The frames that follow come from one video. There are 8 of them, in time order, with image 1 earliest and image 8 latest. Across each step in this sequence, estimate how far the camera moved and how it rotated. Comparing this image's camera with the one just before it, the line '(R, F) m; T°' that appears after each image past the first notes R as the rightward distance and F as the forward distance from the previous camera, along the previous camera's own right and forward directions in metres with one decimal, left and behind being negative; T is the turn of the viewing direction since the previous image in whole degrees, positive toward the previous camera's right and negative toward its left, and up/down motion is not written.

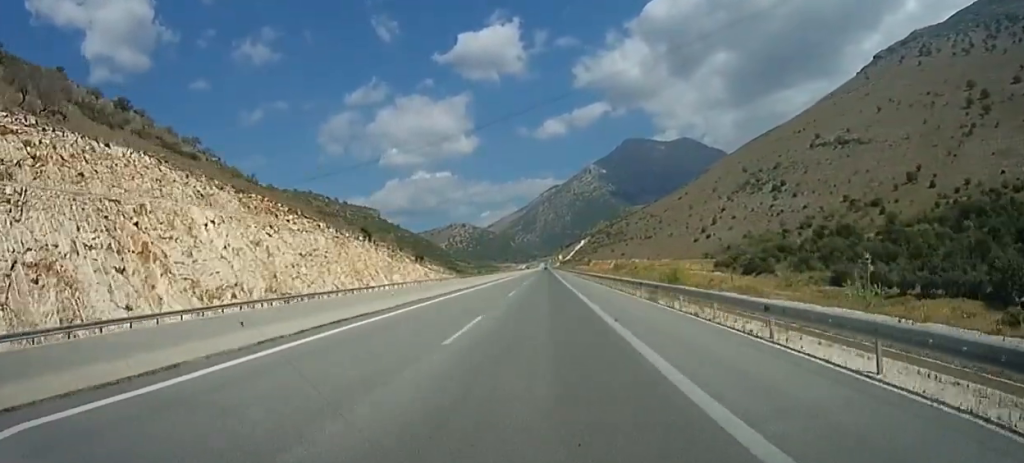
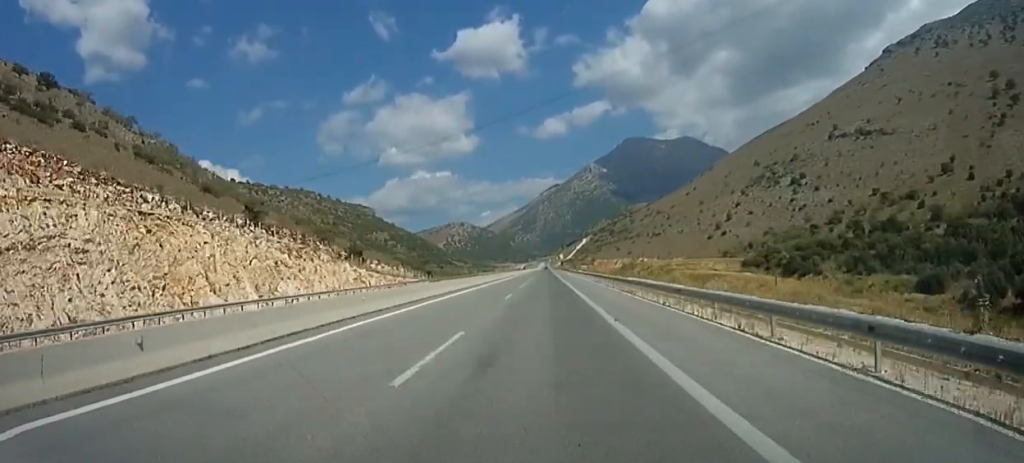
(-0.4, +40.5) m; 0°
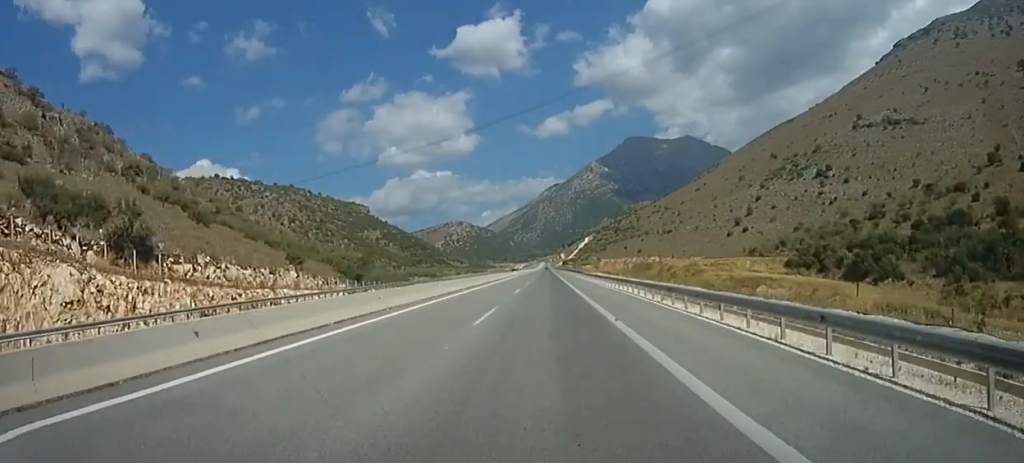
(0.0, +45.7) m; +1°
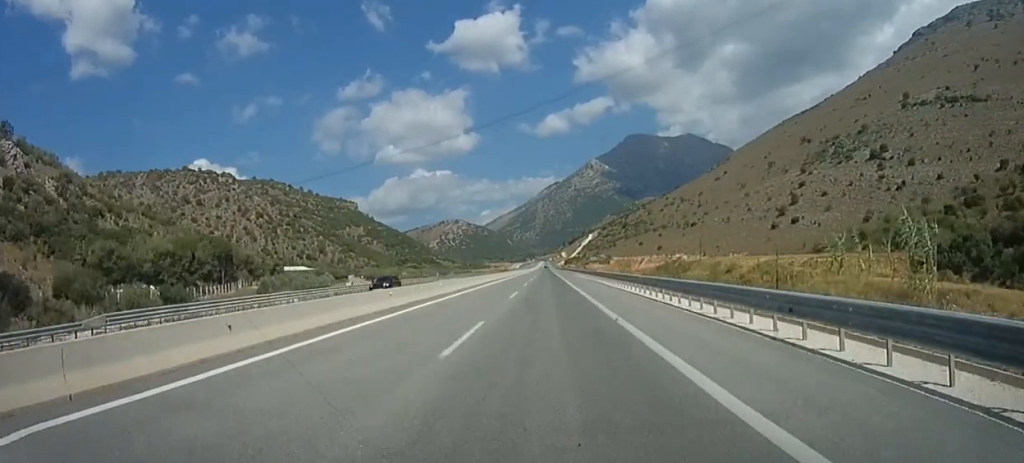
(+1.0, +77.9) m; 0°
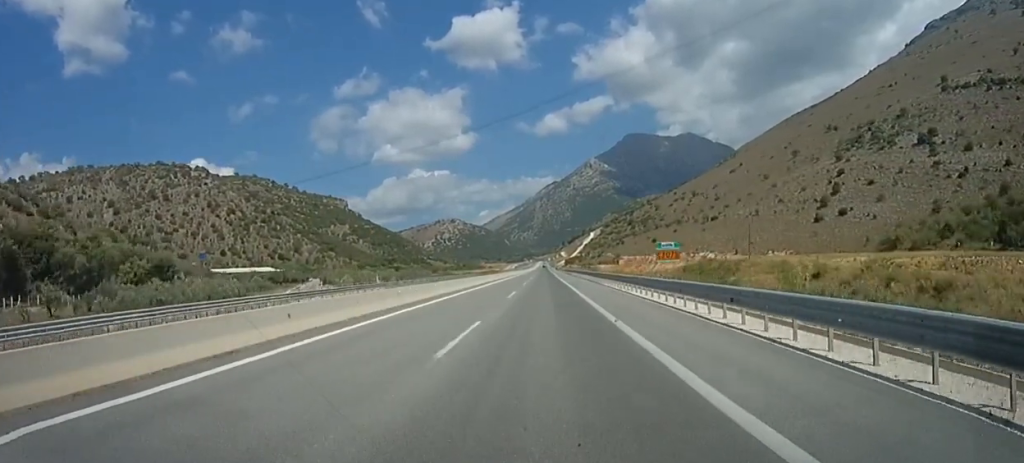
(-1.0, +53.9) m; -1°
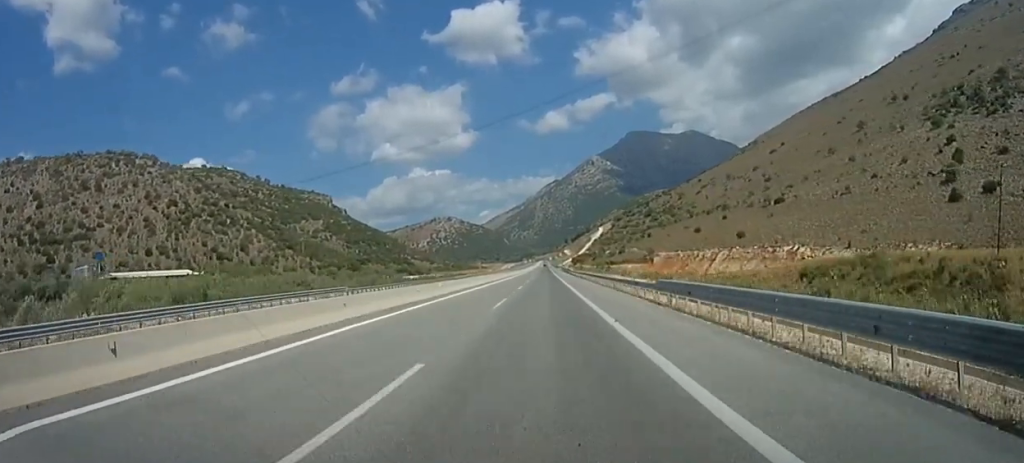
(+1.1, +97.0) m; +1°
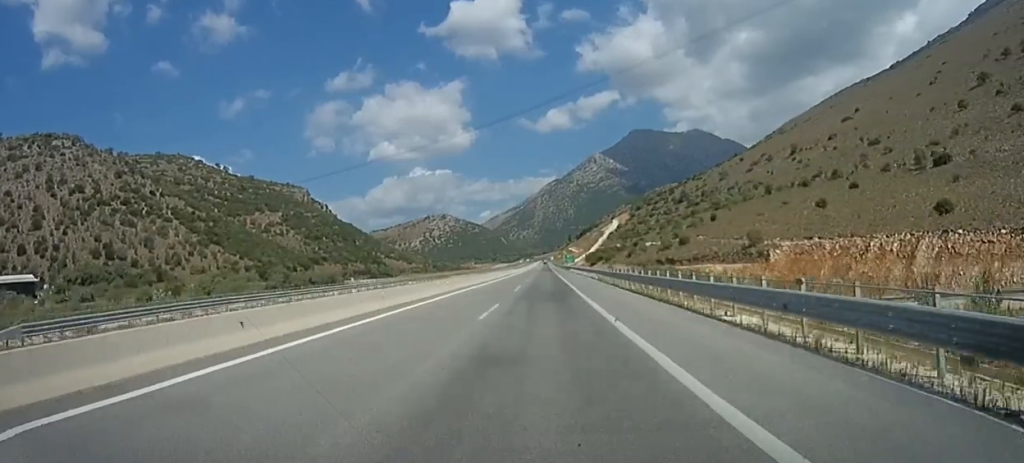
(-1.0, +113.1) m; -1°
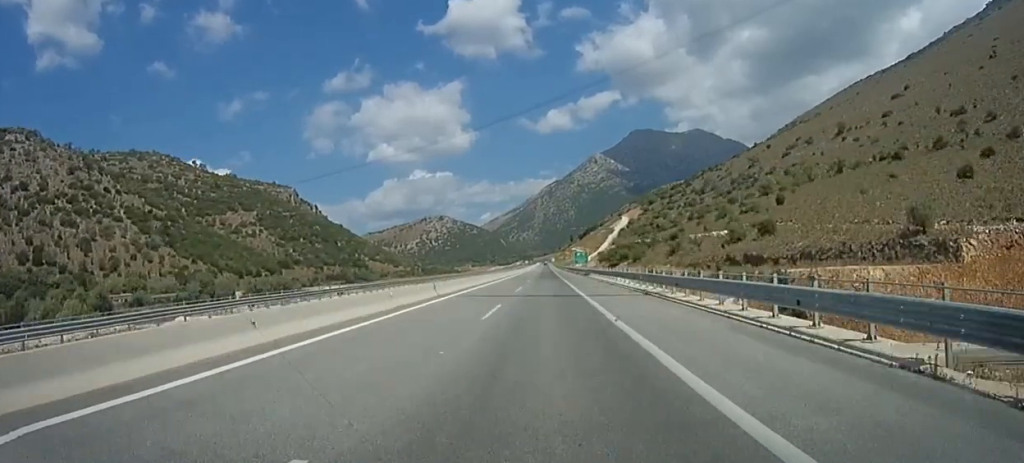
(+0.2, +53.6) m; 0°
